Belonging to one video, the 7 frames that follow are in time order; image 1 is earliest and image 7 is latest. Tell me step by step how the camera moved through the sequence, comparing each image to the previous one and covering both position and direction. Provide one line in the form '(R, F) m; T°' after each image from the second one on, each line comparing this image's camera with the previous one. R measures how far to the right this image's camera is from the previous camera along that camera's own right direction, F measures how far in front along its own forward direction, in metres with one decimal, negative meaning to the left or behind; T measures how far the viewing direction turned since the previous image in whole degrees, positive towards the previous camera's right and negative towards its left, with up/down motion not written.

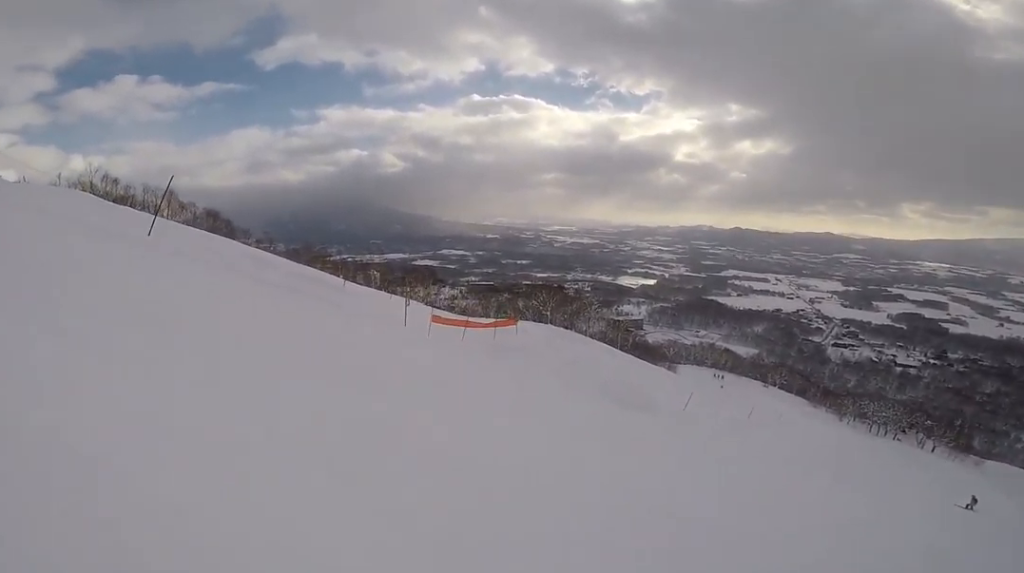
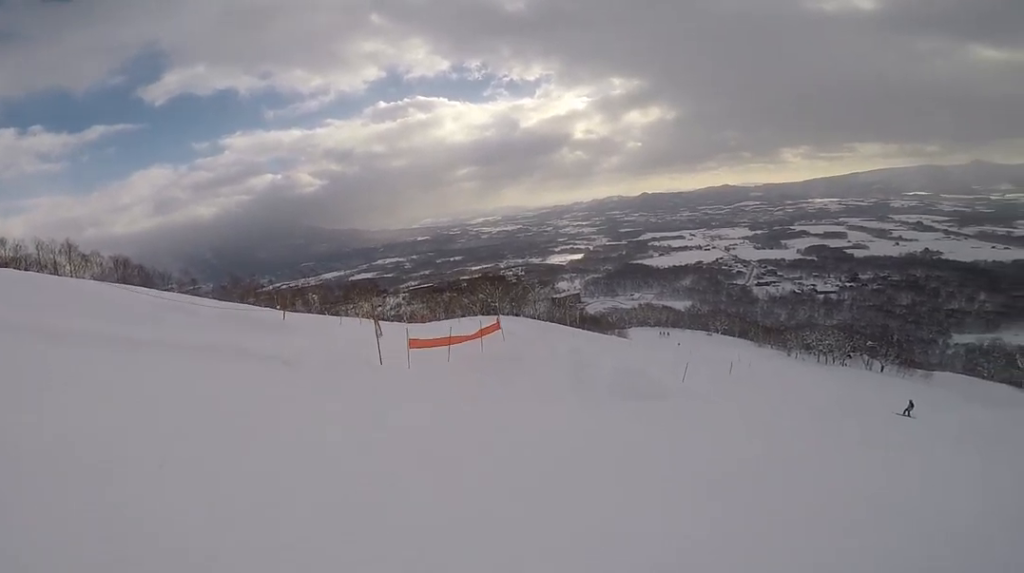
(-0.3, +4.3) m; +3°
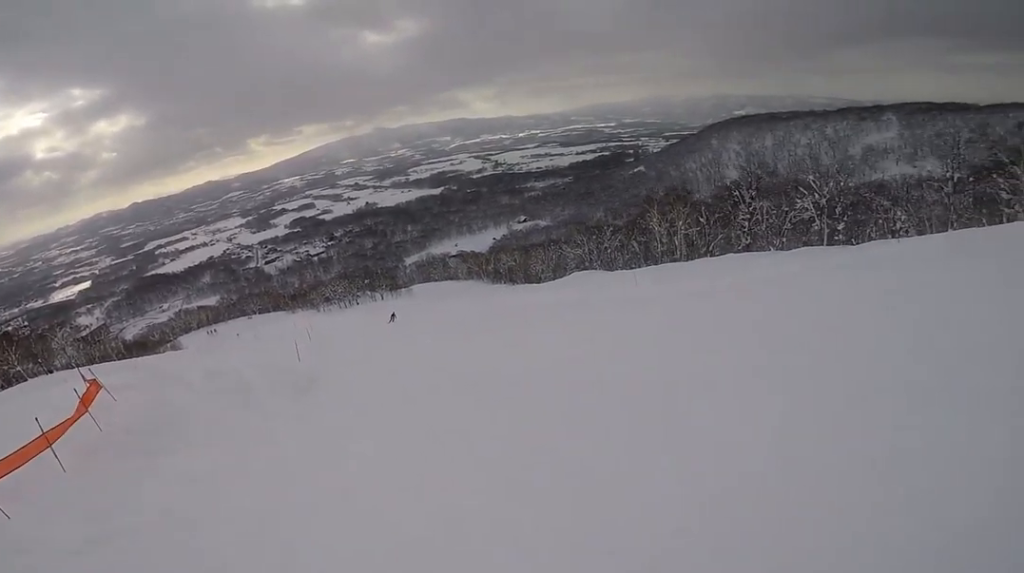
(+1.3, +6.5) m; +27°
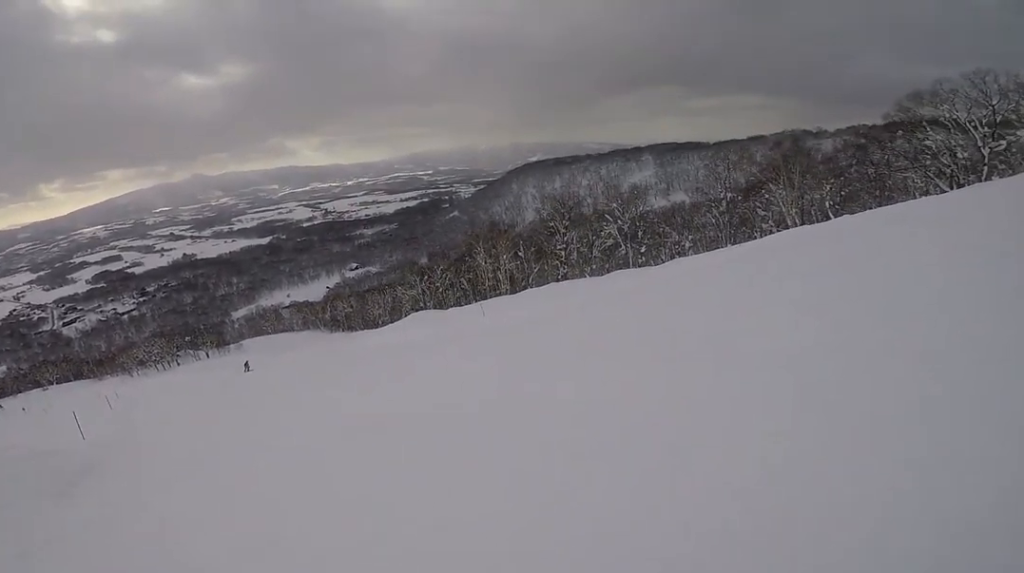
(+1.0, +3.7) m; +41°
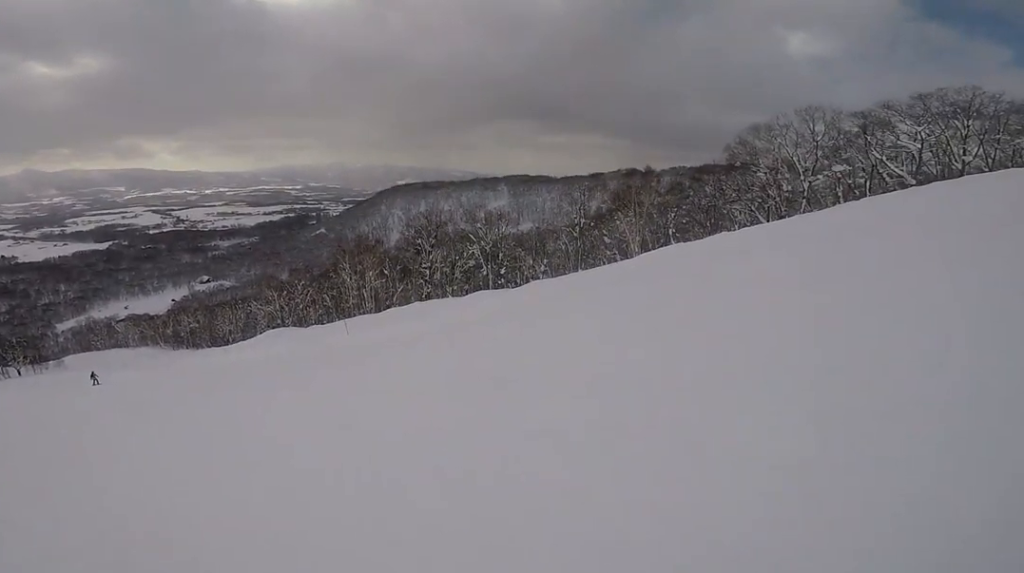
(+0.7, +2.5) m; +24°
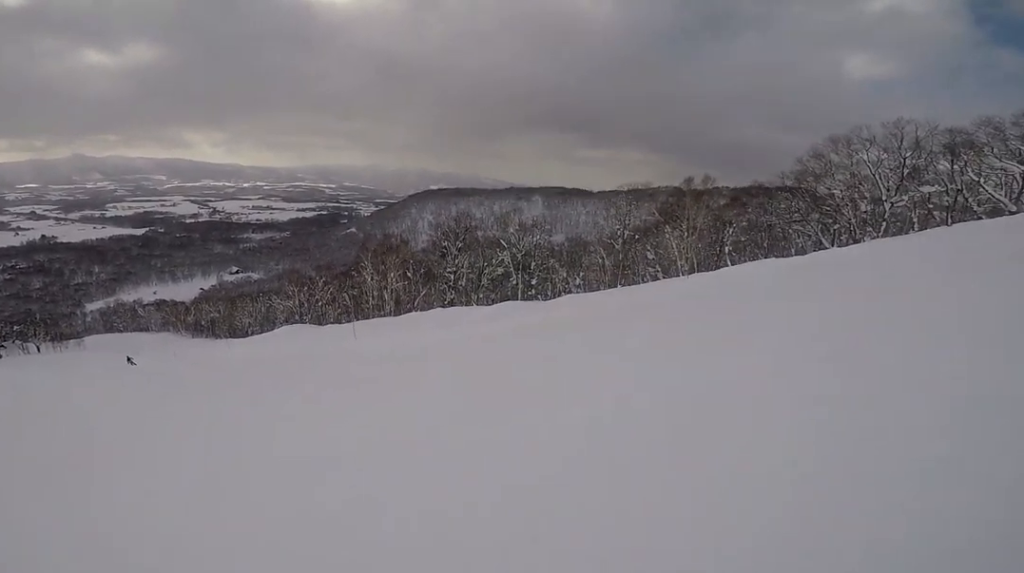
(+0.9, +3.3) m; +10°
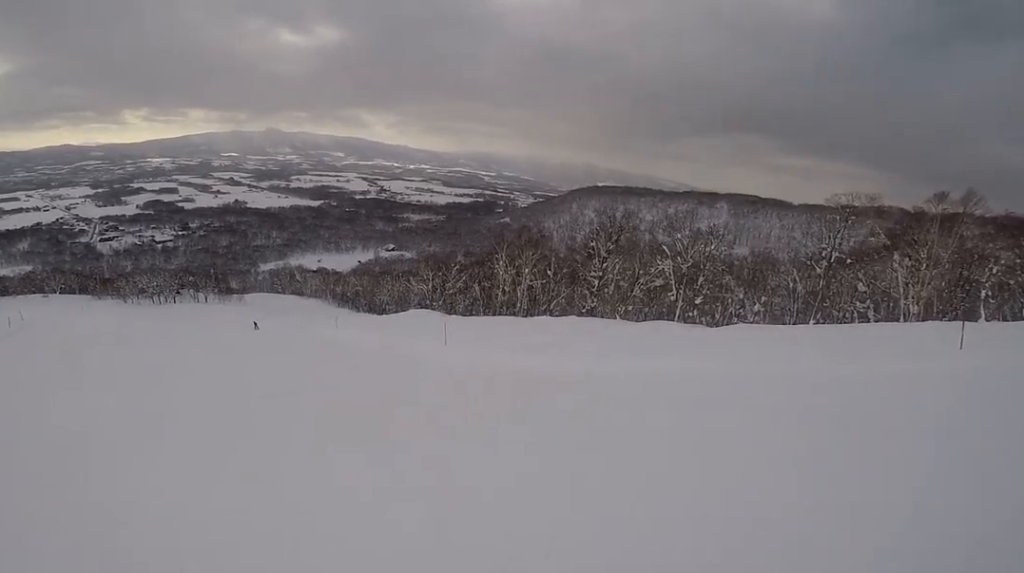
(-0.3, +6.7) m; -4°
